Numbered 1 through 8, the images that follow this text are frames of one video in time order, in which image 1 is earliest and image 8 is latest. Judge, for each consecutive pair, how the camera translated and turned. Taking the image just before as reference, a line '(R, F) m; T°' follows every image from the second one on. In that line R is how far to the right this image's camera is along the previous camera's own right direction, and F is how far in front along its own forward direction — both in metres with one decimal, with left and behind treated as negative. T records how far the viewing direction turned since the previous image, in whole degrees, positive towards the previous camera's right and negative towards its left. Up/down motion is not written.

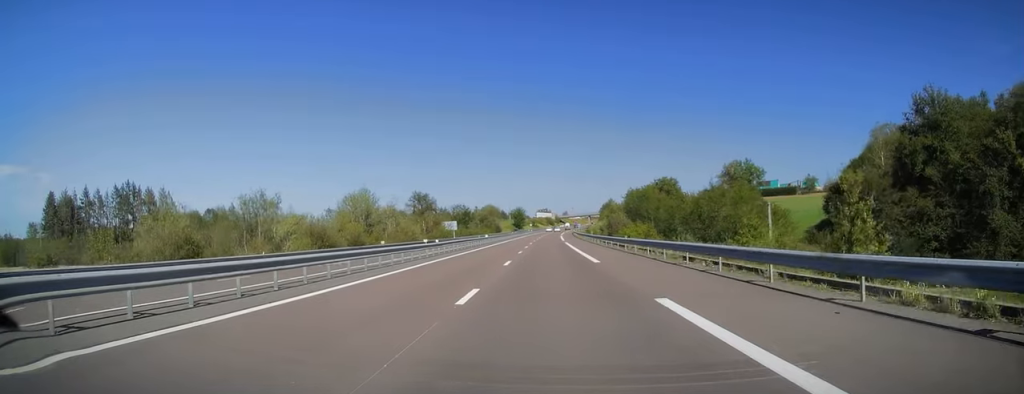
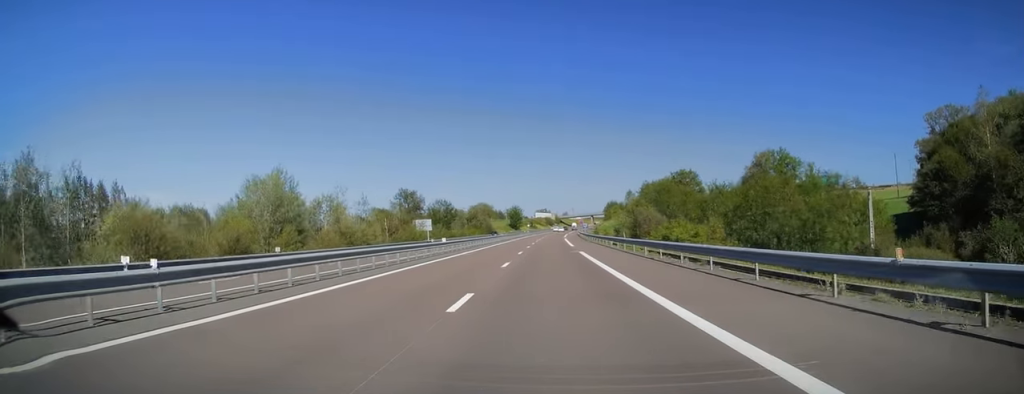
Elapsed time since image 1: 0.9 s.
(0.0, +27.0) m; 0°
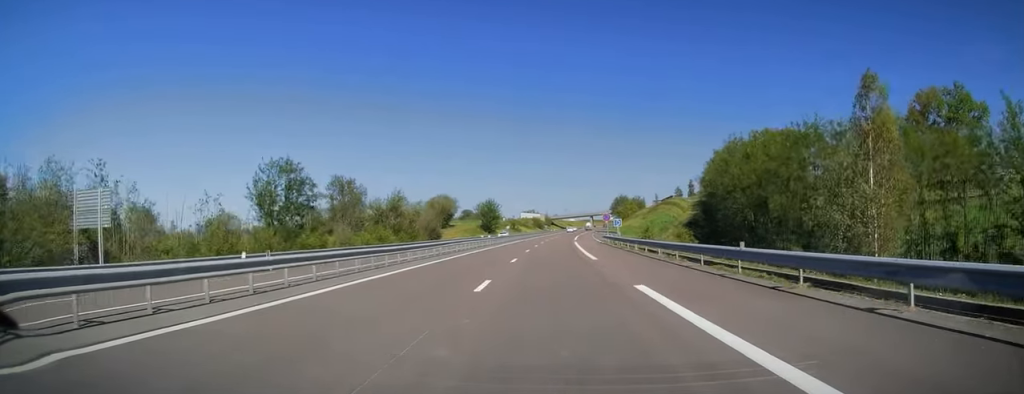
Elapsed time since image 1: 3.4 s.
(+0.8, +74.0) m; +1°
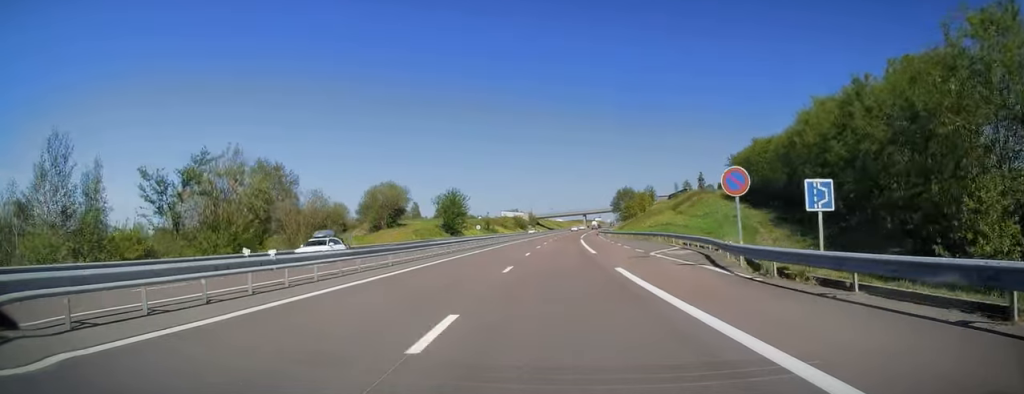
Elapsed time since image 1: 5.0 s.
(+0.4, +45.8) m; +2°
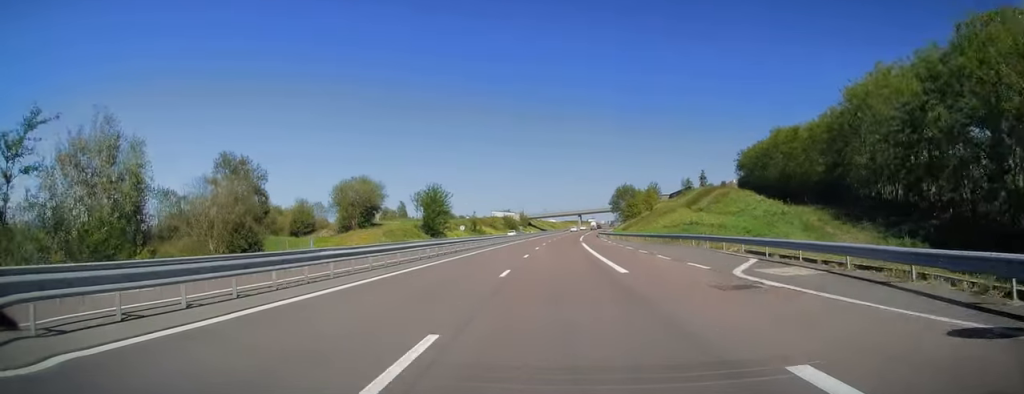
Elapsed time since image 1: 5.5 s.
(0.0, +14.6) m; +1°
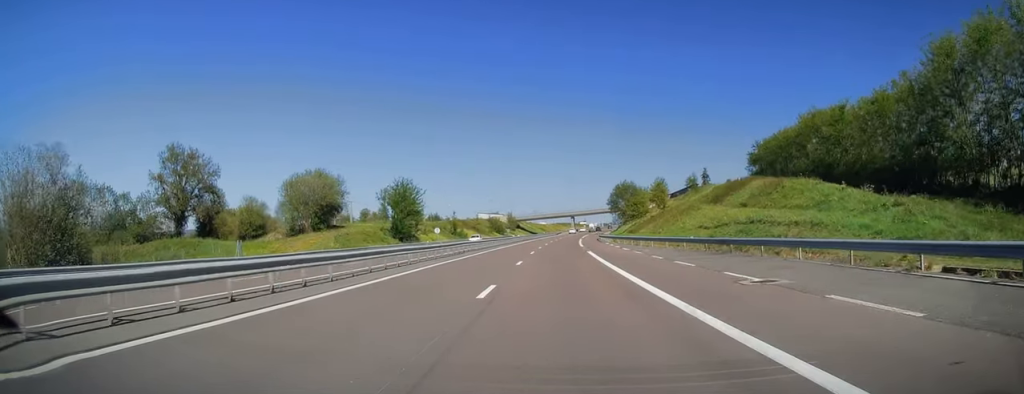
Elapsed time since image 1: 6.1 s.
(+0.3, +18.0) m; +1°
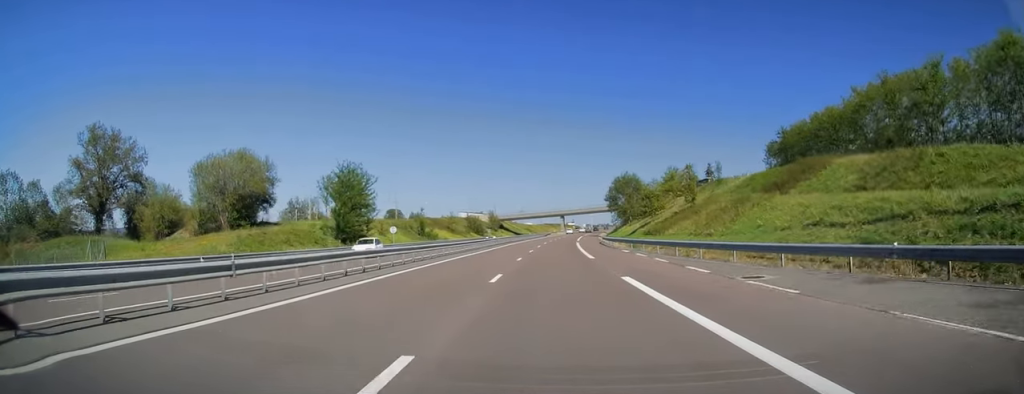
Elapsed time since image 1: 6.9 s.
(+0.3, +21.9) m; +1°
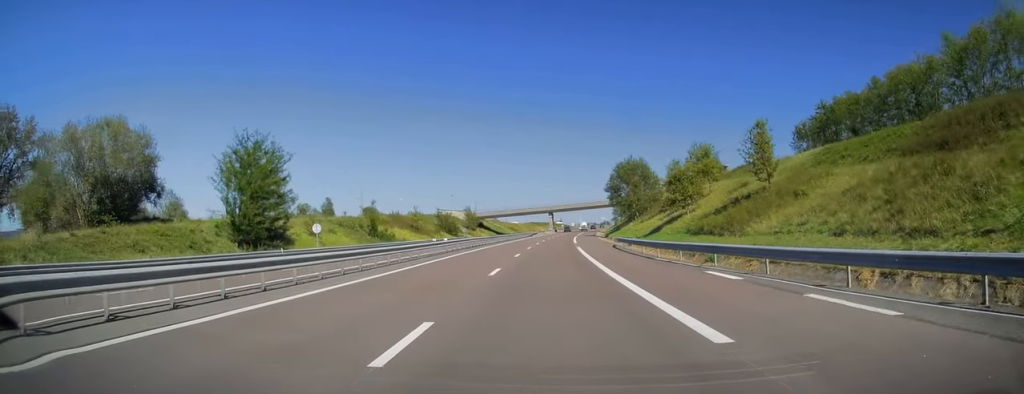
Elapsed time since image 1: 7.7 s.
(+0.2, +23.4) m; +1°
